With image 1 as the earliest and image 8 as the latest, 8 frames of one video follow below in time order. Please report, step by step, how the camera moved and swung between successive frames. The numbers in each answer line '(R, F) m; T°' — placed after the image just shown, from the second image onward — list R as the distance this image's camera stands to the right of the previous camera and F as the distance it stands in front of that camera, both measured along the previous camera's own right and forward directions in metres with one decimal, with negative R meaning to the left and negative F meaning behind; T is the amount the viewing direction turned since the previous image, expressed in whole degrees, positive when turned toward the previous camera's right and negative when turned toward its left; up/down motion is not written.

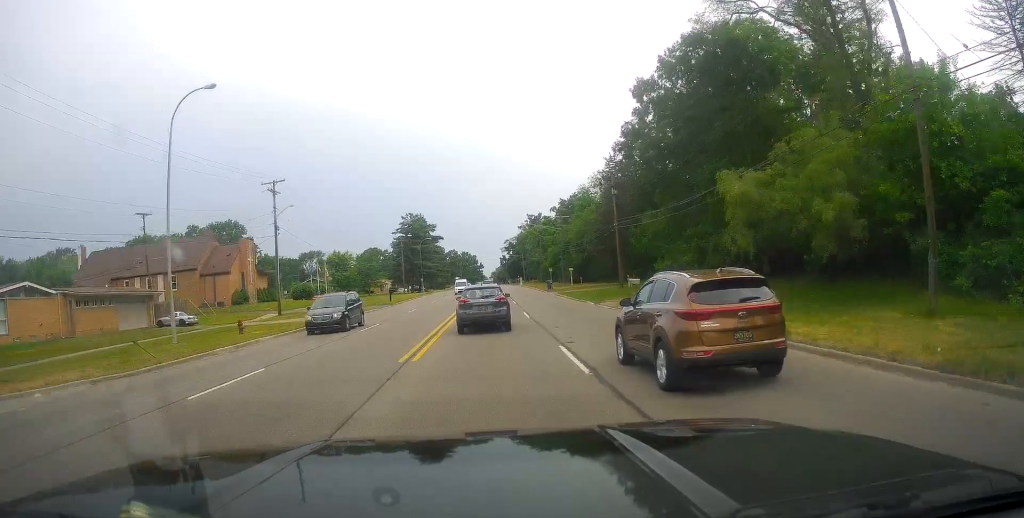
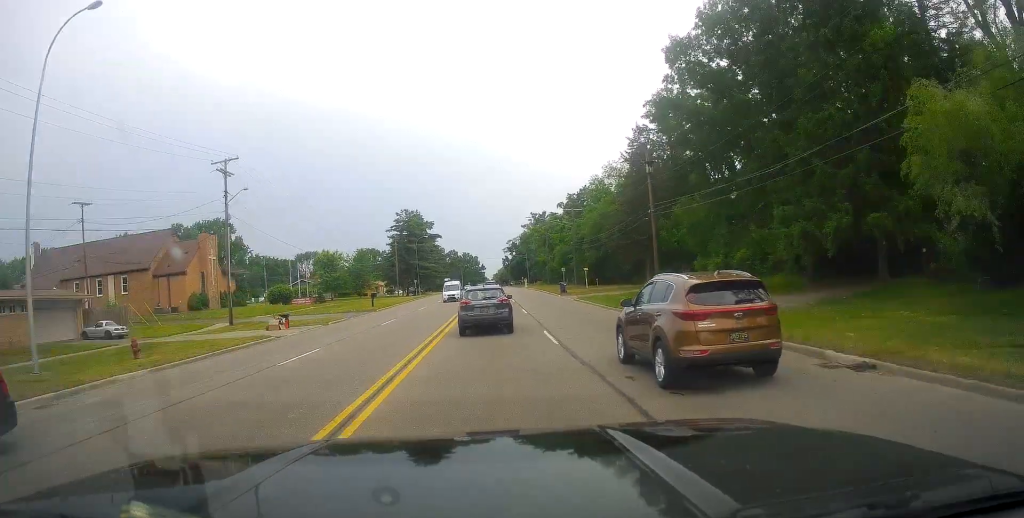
(+0.2, +10.9) m; 0°
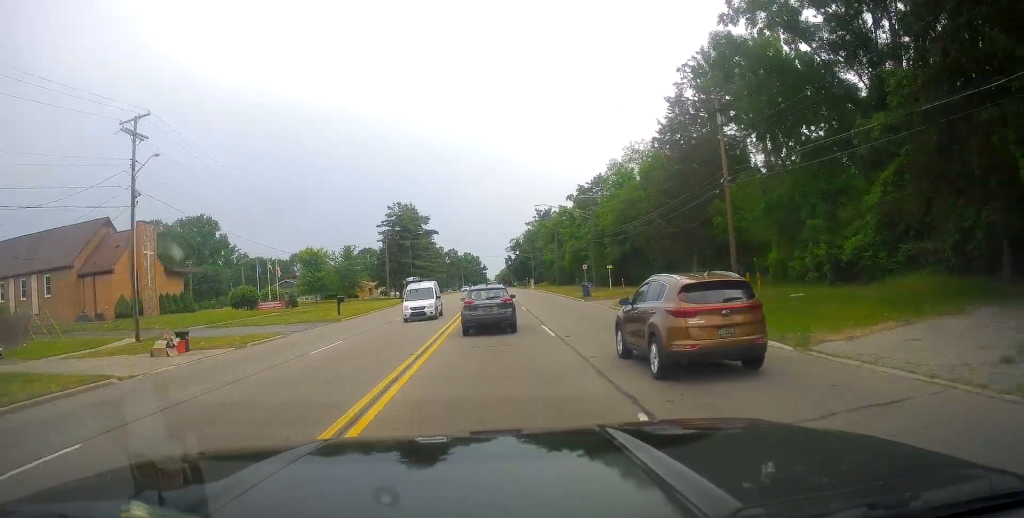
(+0.2, +12.9) m; -2°
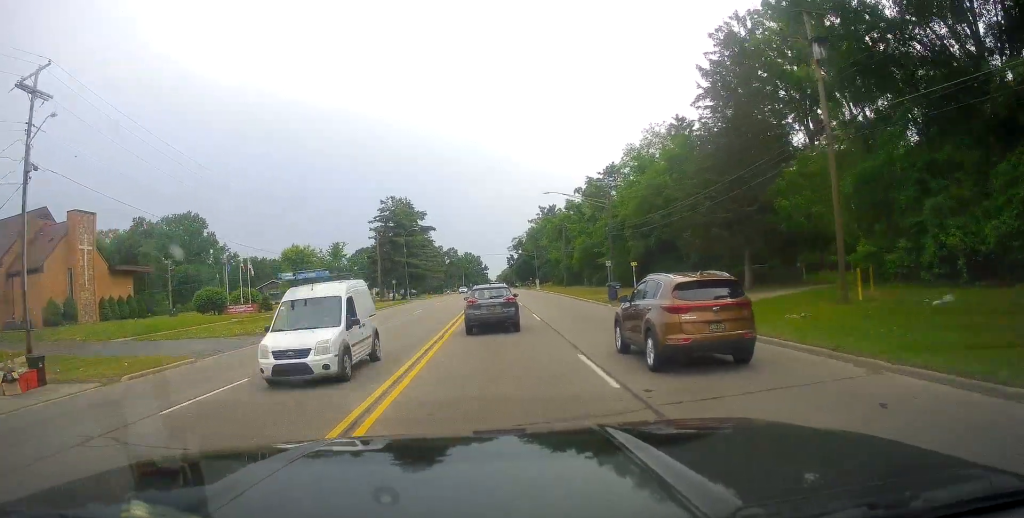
(-0.4, +8.7) m; 0°
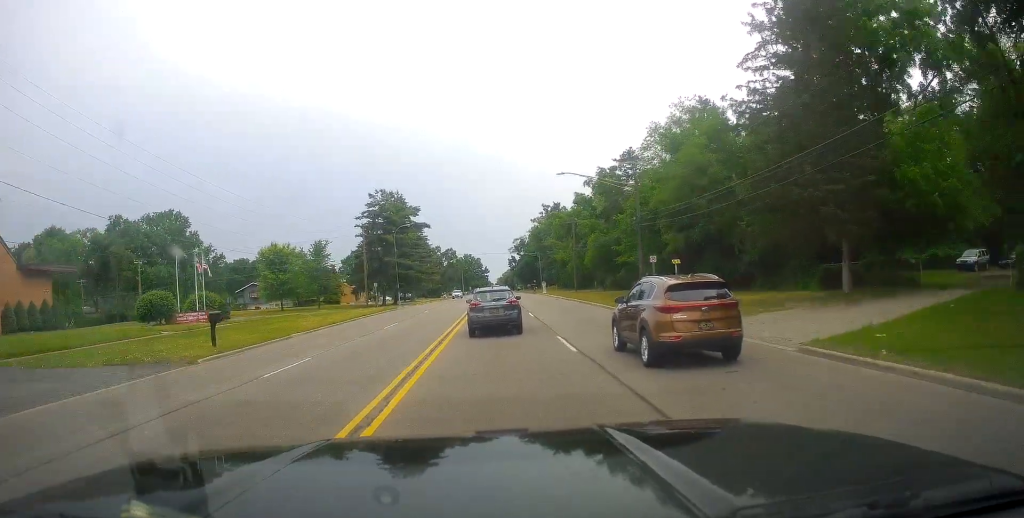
(-0.2, +10.3) m; 0°
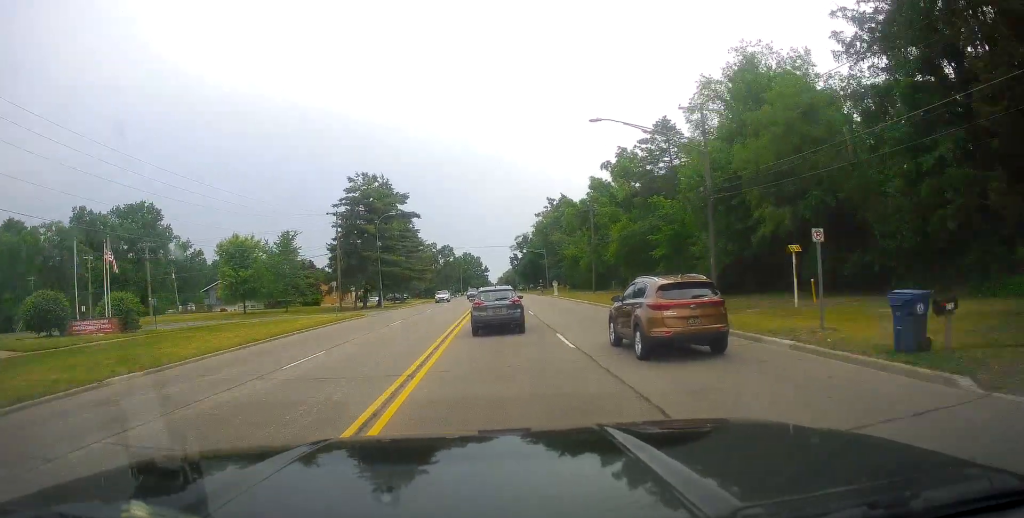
(+0.6, +14.1) m; +1°
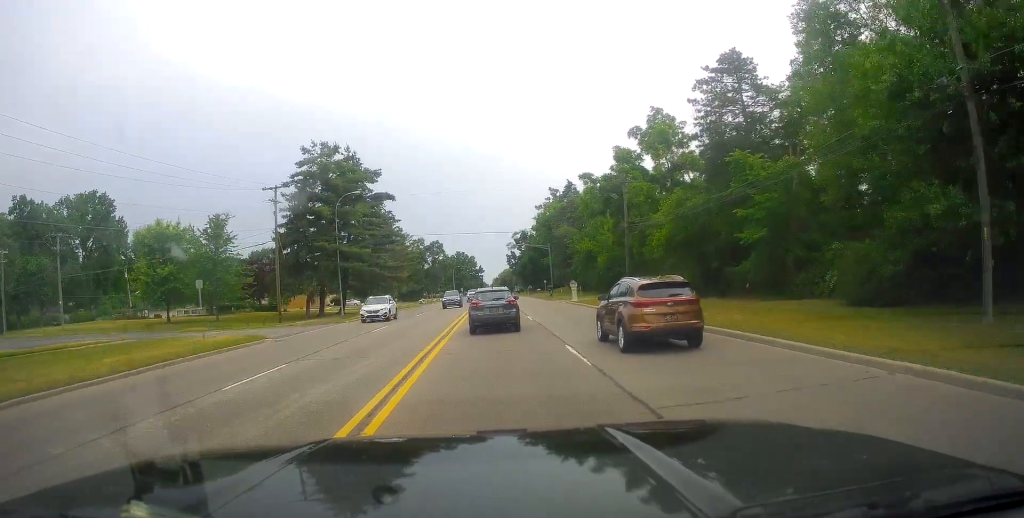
(-0.3, +18.6) m; 0°
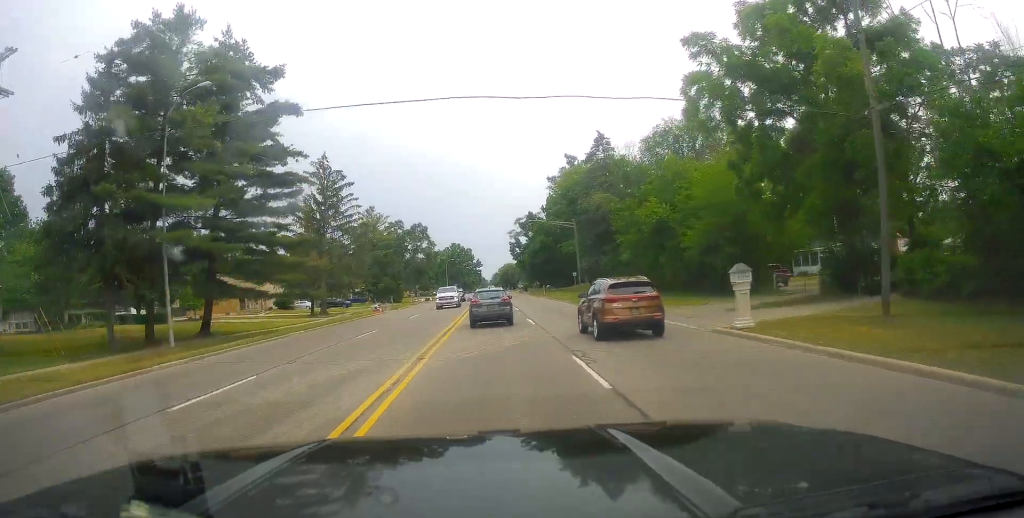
(+0.7, +32.6) m; +1°
